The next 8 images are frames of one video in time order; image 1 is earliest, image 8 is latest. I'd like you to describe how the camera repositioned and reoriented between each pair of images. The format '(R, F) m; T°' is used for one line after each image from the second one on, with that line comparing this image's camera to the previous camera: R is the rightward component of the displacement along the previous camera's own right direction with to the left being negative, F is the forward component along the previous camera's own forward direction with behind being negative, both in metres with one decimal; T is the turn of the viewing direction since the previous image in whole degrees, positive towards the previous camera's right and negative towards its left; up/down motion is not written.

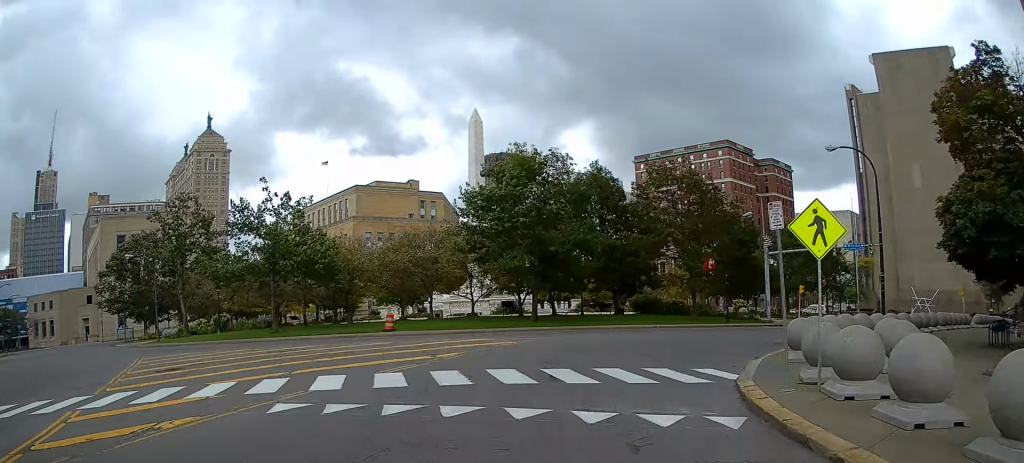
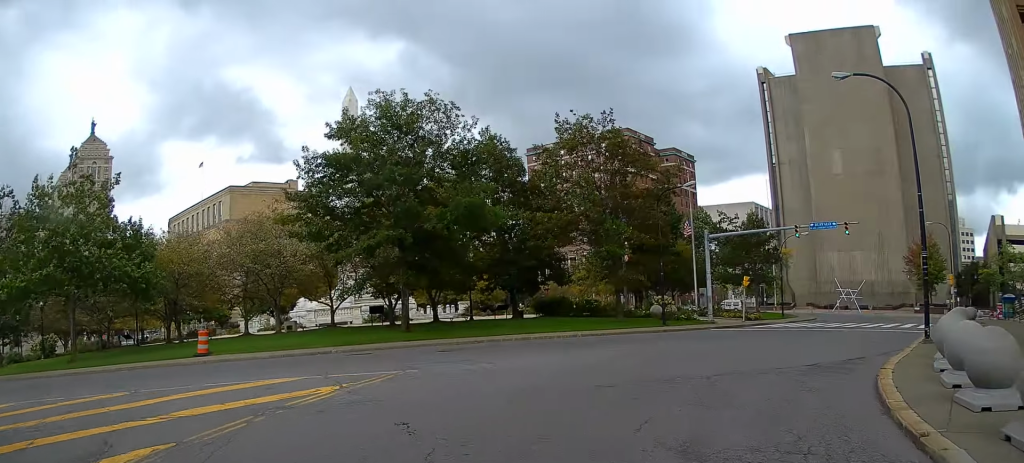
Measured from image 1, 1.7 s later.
(+0.8, +12.1) m; +10°
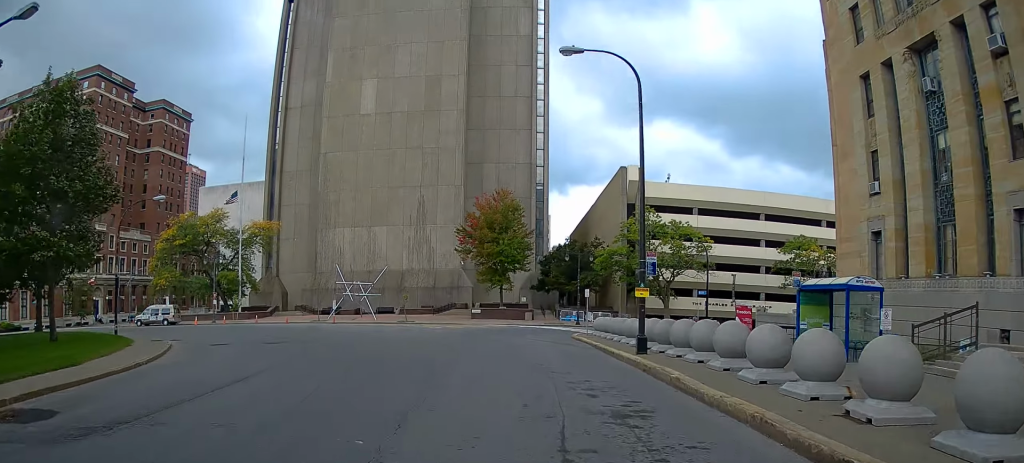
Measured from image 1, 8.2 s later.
(+17.2, +45.4) m; +21°
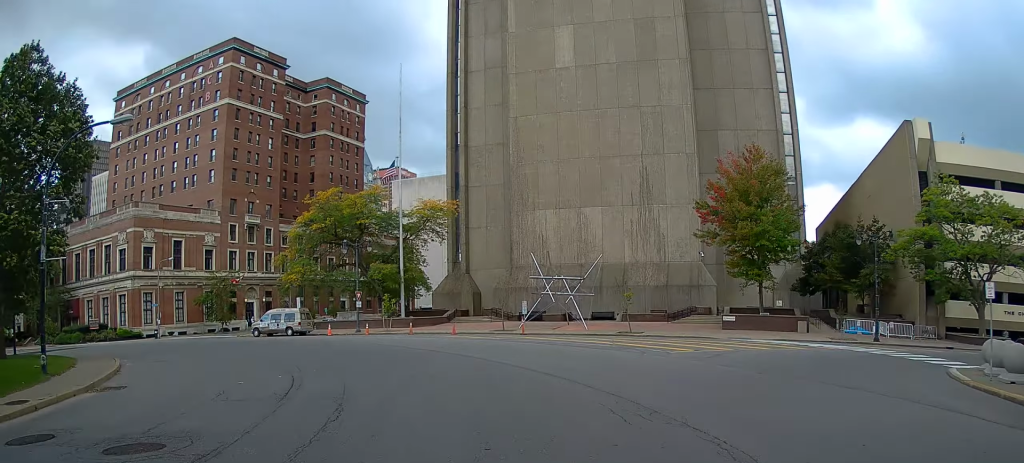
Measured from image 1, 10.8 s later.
(-1.6, +19.3) m; -18°
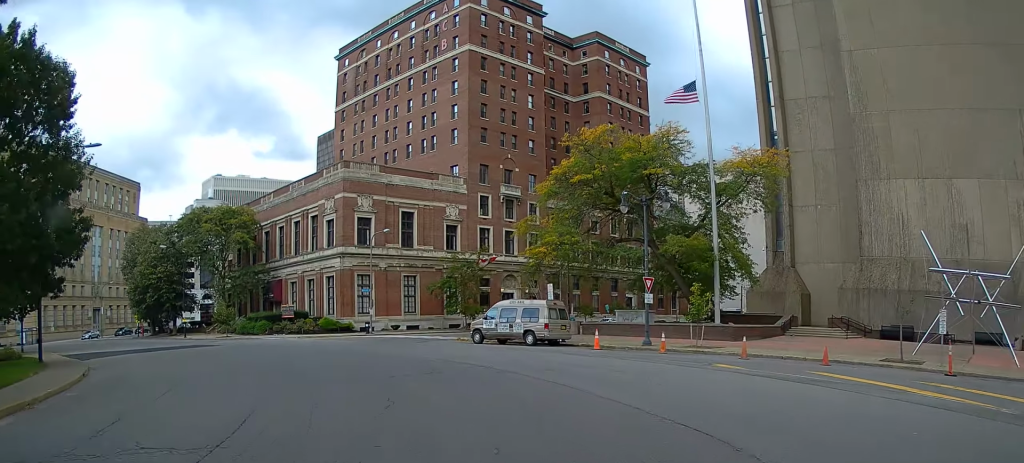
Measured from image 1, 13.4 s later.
(-3.6, +19.3) m; -26°
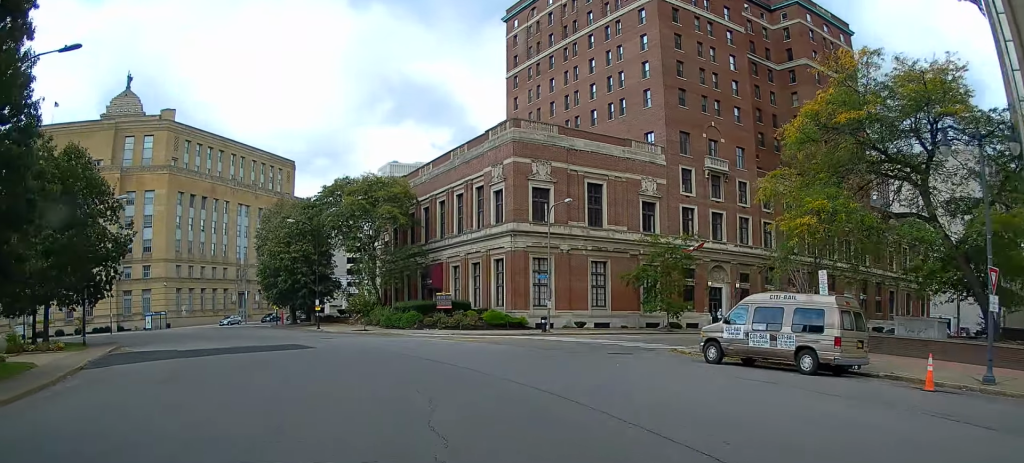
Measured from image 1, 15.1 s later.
(-2.4, +12.9) m; -16°
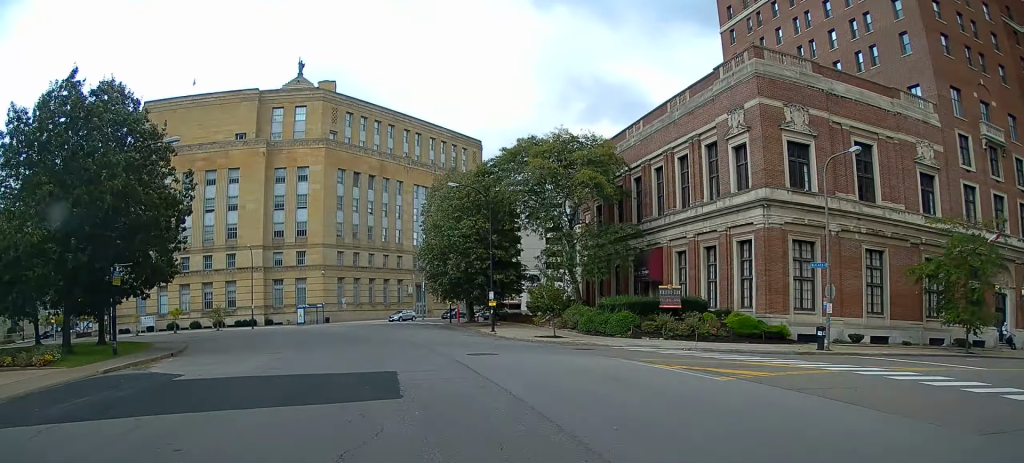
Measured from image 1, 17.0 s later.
(-2.8, +15.2) m; -15°
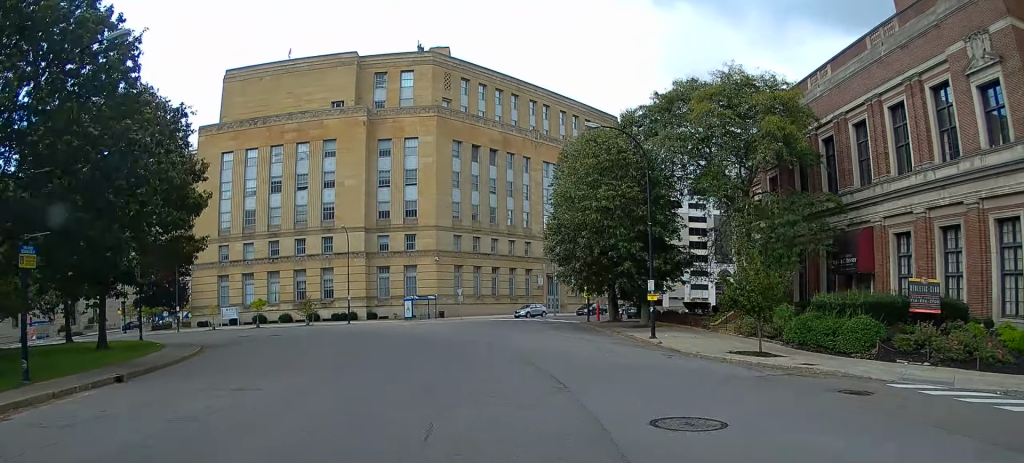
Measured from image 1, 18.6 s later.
(-1.2, +12.7) m; -10°
